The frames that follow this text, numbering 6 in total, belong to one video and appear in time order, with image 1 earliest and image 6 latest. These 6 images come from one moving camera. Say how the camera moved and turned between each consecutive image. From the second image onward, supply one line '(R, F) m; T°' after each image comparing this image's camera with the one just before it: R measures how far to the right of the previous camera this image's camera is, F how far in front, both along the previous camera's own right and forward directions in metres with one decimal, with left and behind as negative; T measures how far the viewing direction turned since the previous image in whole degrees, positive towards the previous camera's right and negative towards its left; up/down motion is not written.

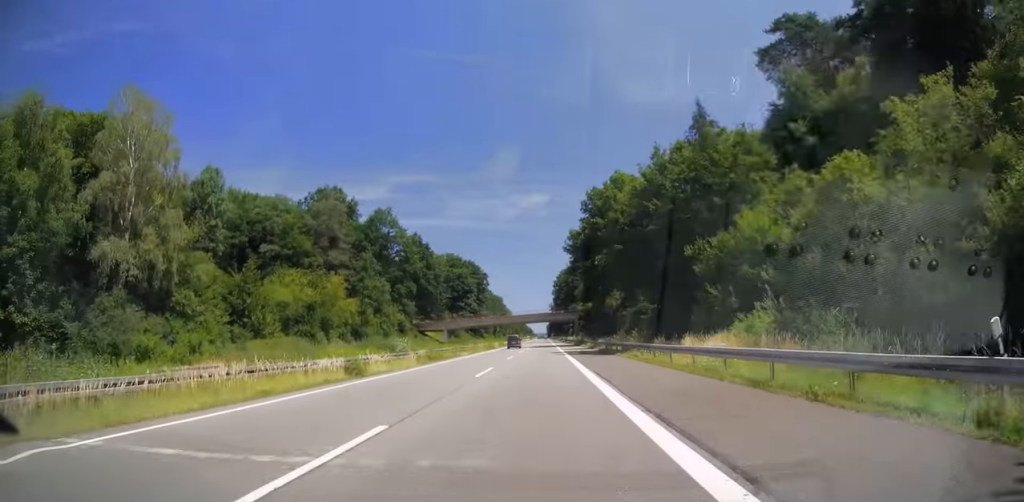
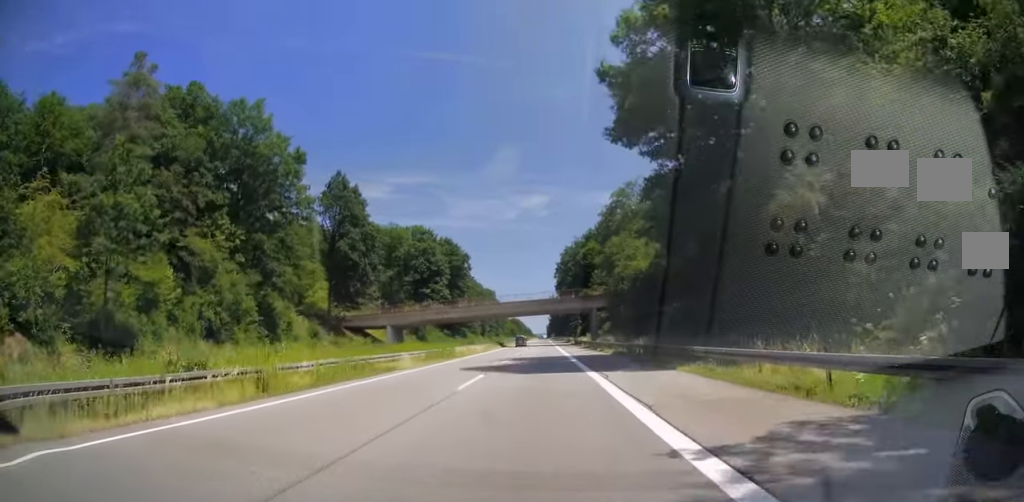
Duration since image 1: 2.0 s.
(-0.3, +58.8) m; -1°
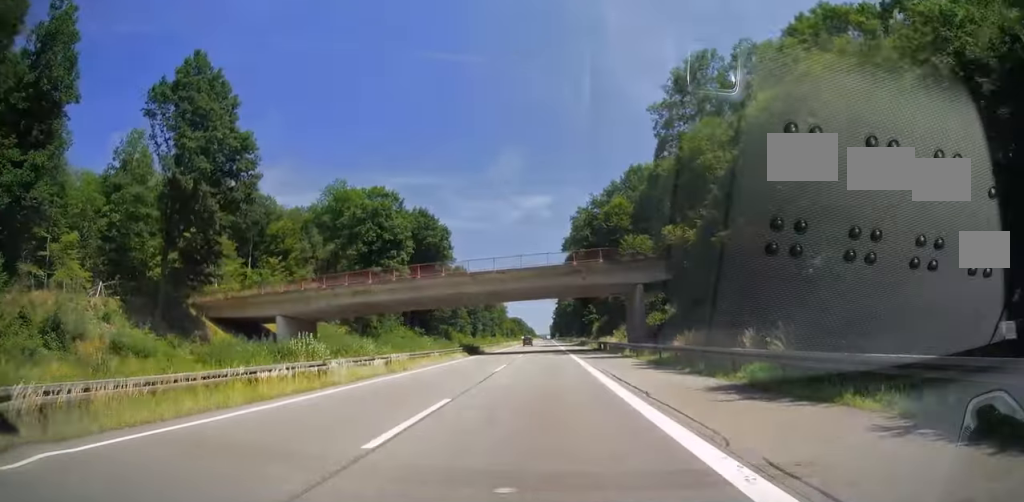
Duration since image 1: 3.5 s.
(+0.6, +45.0) m; +1°
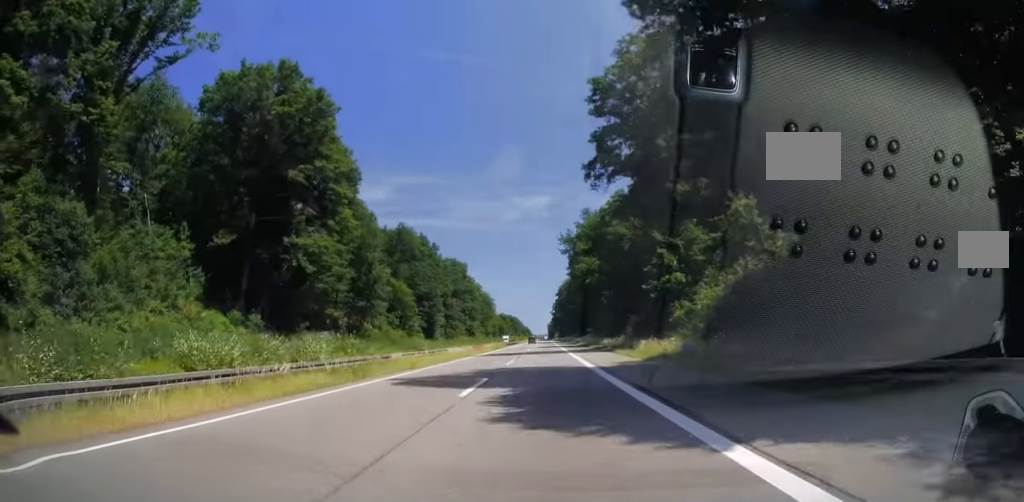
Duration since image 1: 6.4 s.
(-1.1, +83.4) m; -1°
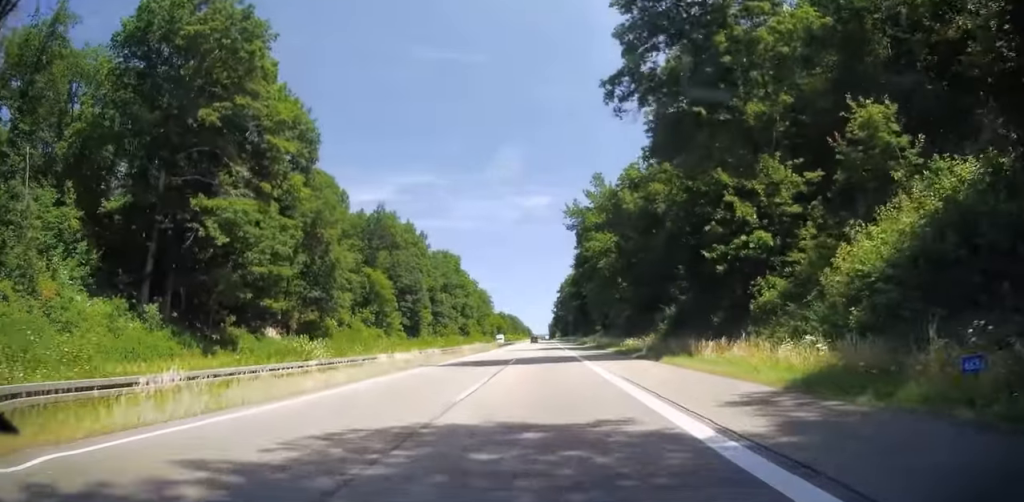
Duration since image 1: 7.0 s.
(0.0, +18.7) m; 0°
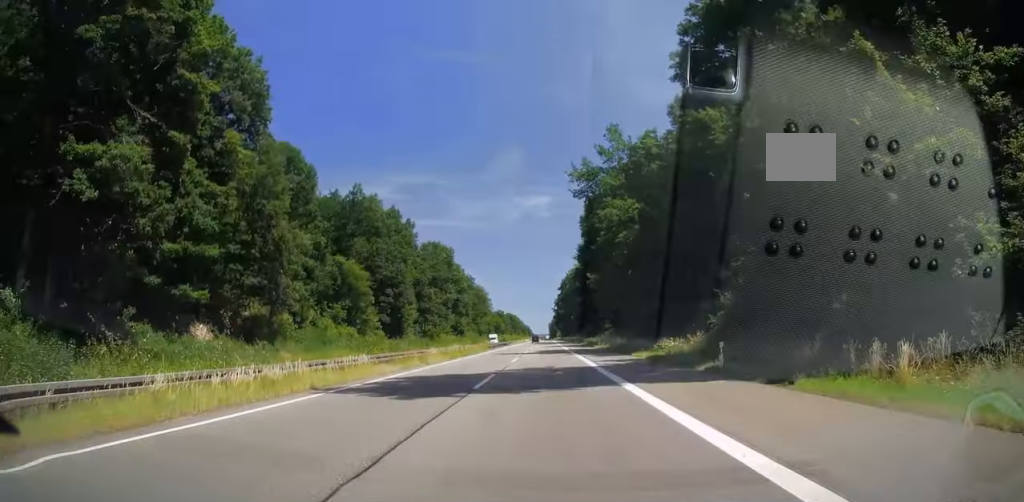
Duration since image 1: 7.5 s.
(0.0, +15.7) m; 0°
